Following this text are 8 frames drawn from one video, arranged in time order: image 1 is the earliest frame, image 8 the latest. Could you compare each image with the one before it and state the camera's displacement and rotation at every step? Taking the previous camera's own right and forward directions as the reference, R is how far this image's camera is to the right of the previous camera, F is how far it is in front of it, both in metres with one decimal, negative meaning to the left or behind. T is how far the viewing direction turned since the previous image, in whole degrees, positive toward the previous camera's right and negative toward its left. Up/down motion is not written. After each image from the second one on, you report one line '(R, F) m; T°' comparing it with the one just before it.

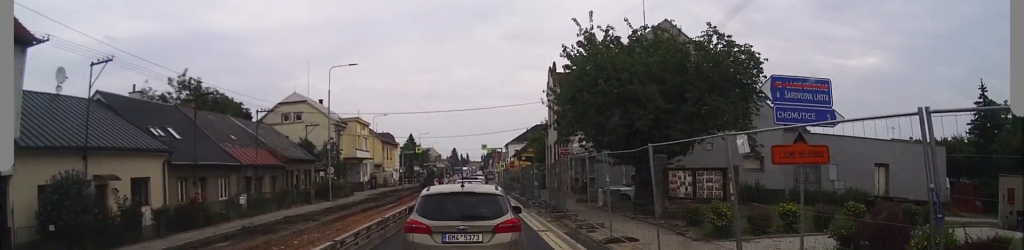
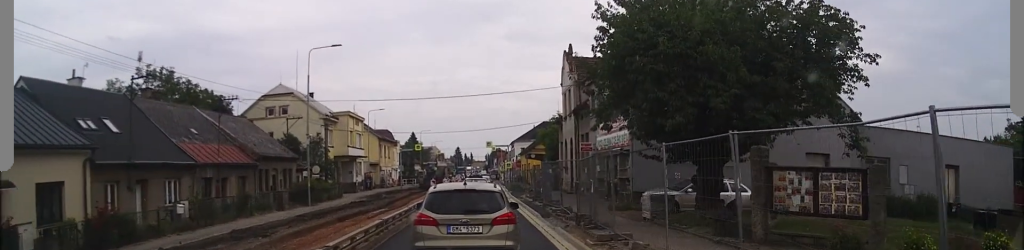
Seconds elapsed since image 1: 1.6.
(+0.1, +6.0) m; +6°
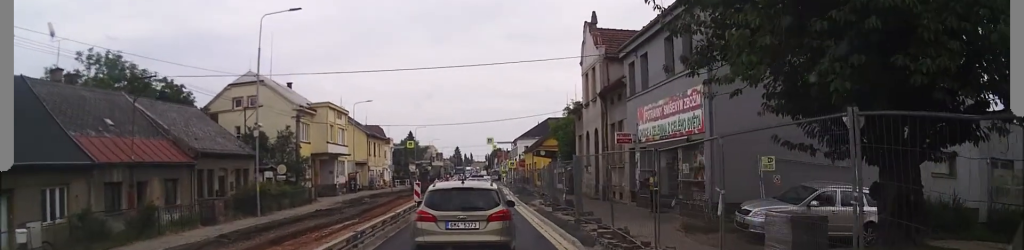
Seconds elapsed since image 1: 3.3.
(+0.7, +9.4) m; +1°
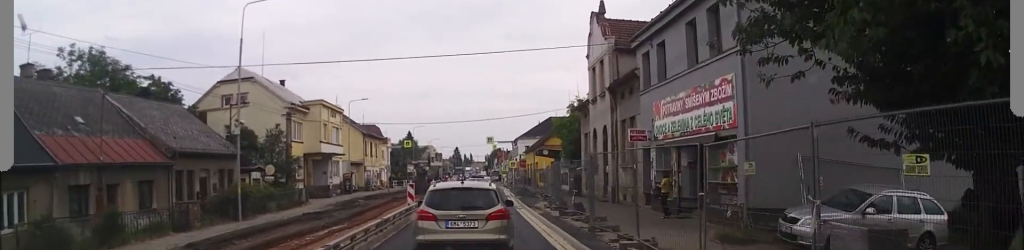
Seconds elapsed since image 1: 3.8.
(+0.1, +2.5) m; -2°
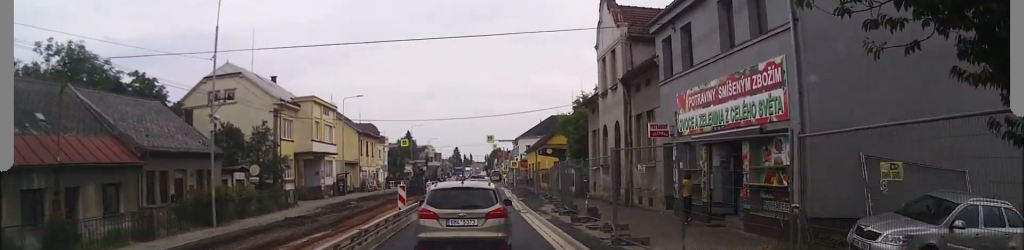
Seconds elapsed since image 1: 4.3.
(-0.3, +2.9) m; 0°
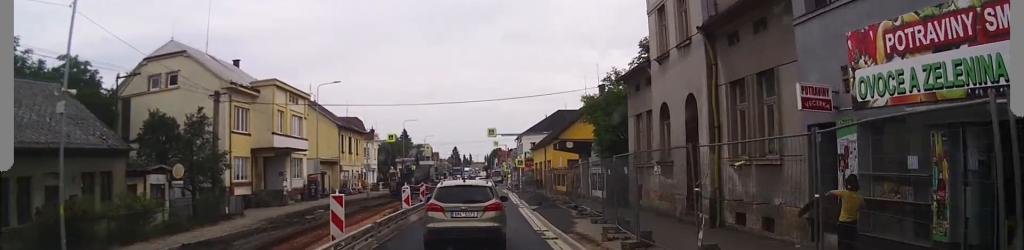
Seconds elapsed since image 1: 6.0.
(+0.4, +10.5) m; +4°
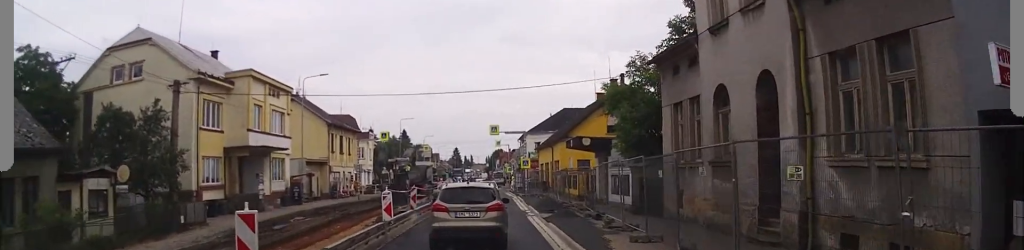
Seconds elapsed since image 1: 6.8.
(-0.1, +5.2) m; 0°
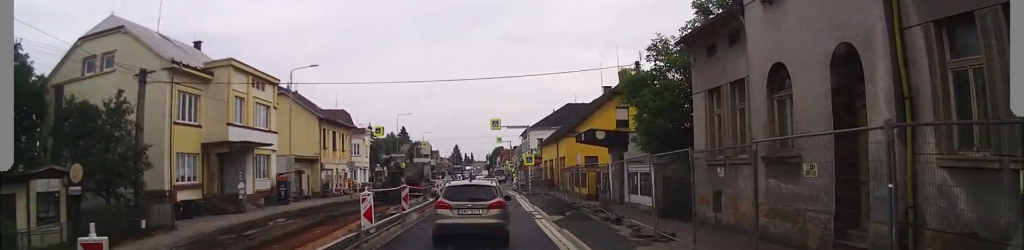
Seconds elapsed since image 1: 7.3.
(0.0, +3.4) m; 0°
